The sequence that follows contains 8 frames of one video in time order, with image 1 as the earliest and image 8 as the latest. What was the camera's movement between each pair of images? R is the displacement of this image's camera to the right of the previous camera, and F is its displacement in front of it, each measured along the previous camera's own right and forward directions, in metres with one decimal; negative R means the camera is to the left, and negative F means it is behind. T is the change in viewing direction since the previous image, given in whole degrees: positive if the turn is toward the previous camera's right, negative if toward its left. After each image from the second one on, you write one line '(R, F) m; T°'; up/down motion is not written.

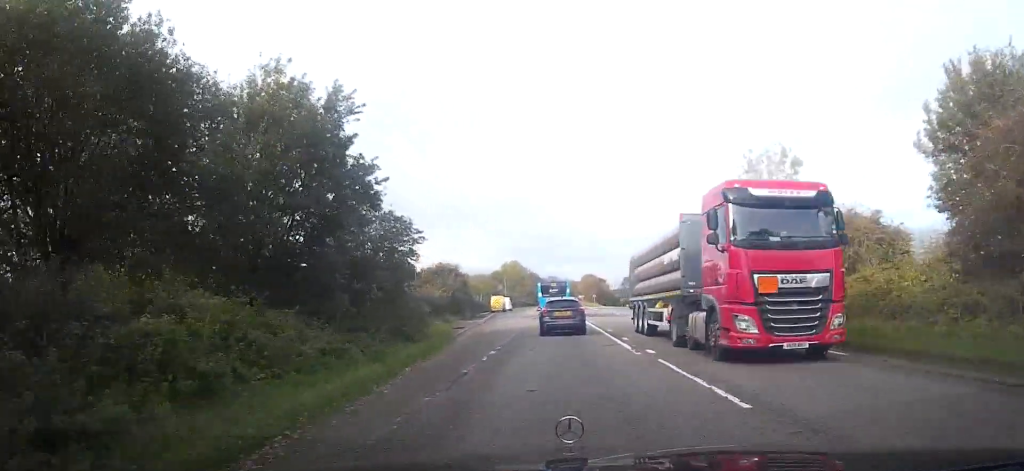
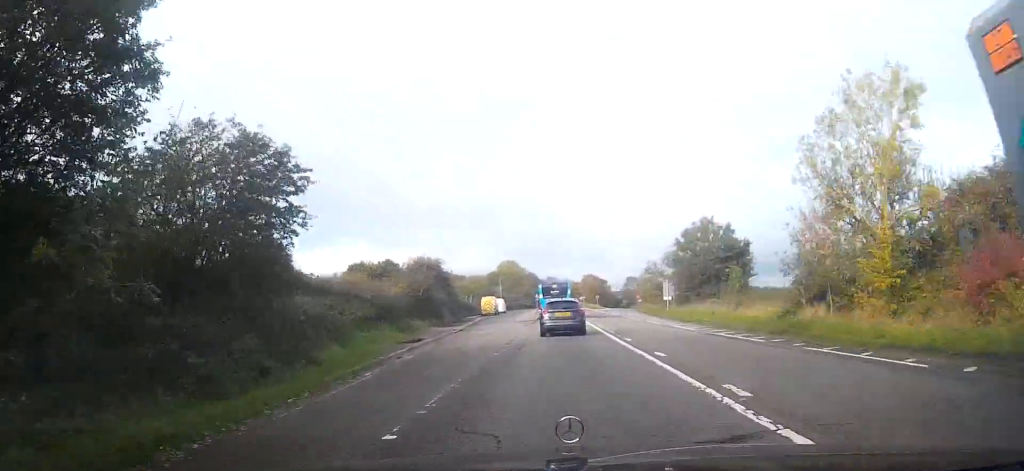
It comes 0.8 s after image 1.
(0.0, +12.1) m; +1°
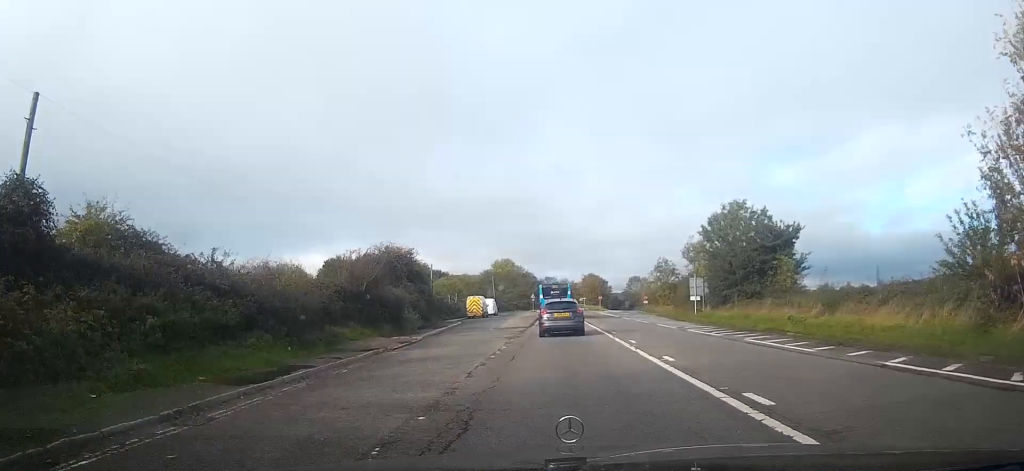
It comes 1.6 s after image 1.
(+0.1, +12.6) m; +1°
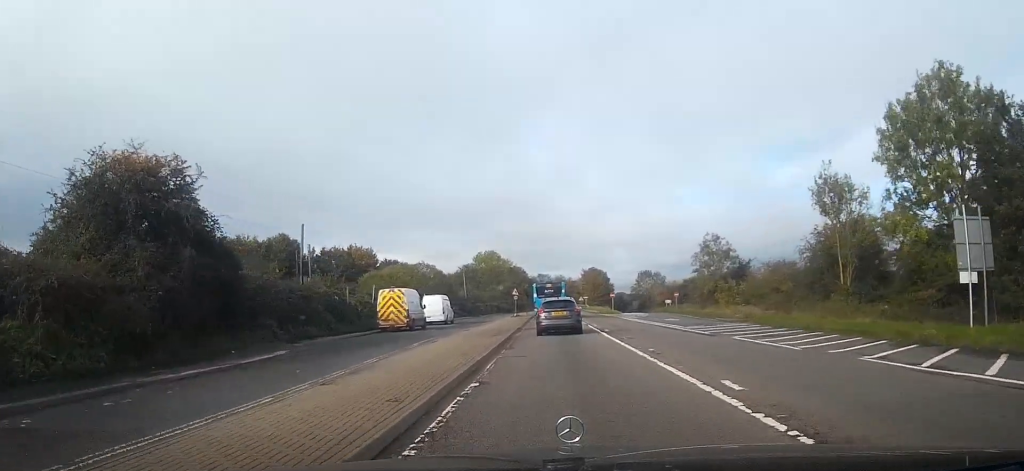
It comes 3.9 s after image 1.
(+0.4, +35.0) m; 0°
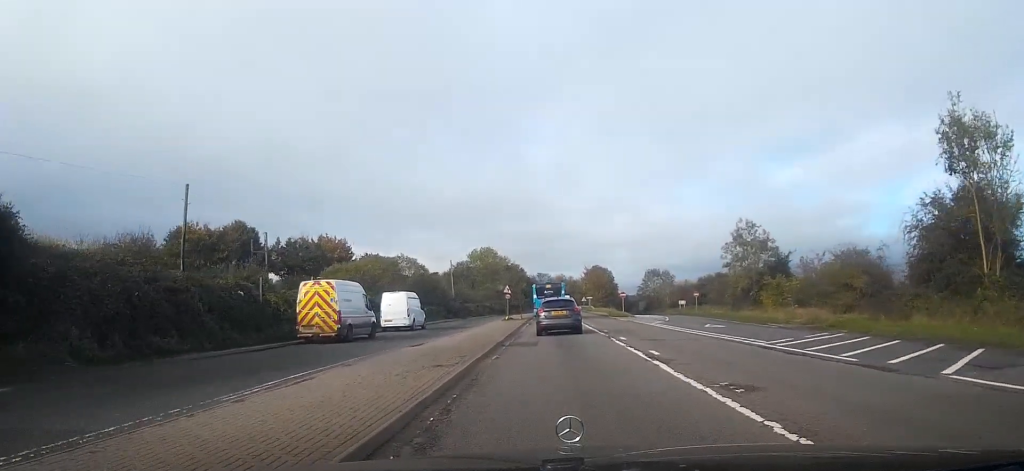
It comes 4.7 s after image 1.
(0.0, +12.3) m; +1°
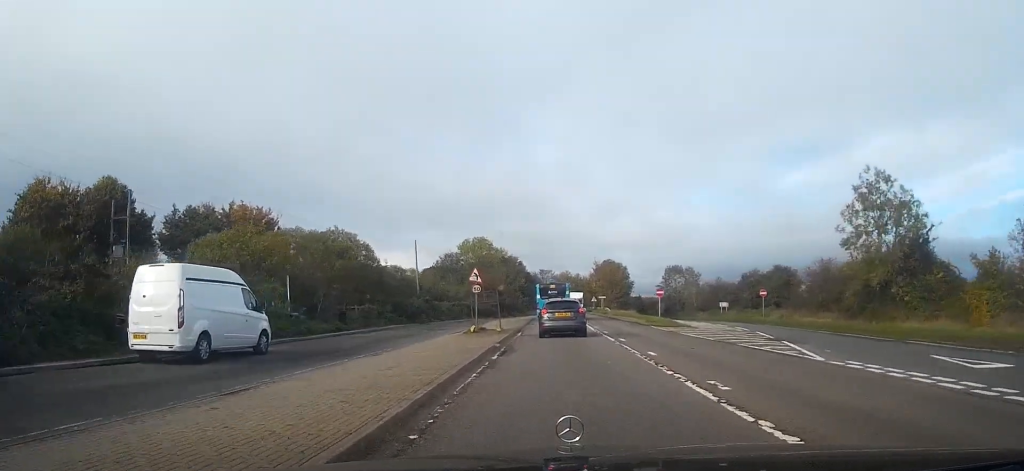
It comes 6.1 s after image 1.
(+0.5, +23.9) m; 0°
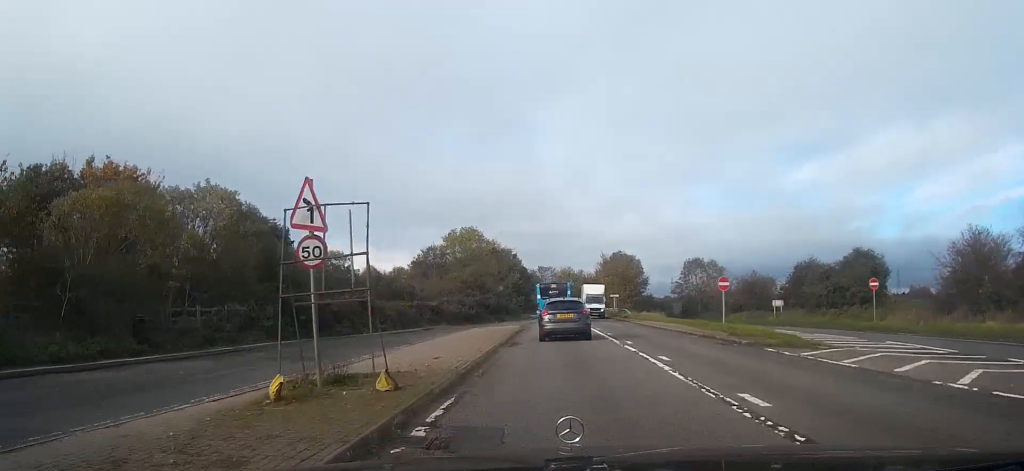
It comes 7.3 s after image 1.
(-0.5, +19.1) m; -2°
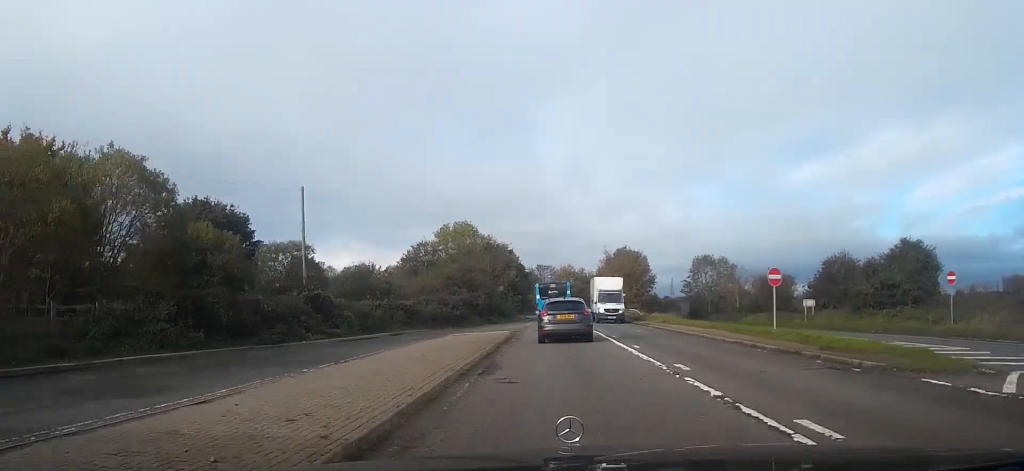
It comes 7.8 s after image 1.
(-0.1, +7.7) m; +1°
